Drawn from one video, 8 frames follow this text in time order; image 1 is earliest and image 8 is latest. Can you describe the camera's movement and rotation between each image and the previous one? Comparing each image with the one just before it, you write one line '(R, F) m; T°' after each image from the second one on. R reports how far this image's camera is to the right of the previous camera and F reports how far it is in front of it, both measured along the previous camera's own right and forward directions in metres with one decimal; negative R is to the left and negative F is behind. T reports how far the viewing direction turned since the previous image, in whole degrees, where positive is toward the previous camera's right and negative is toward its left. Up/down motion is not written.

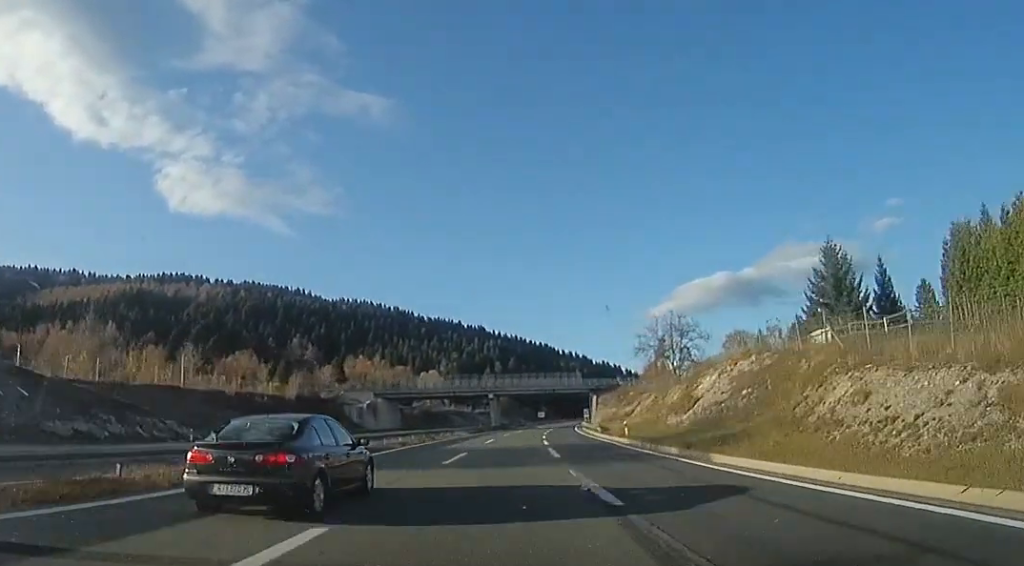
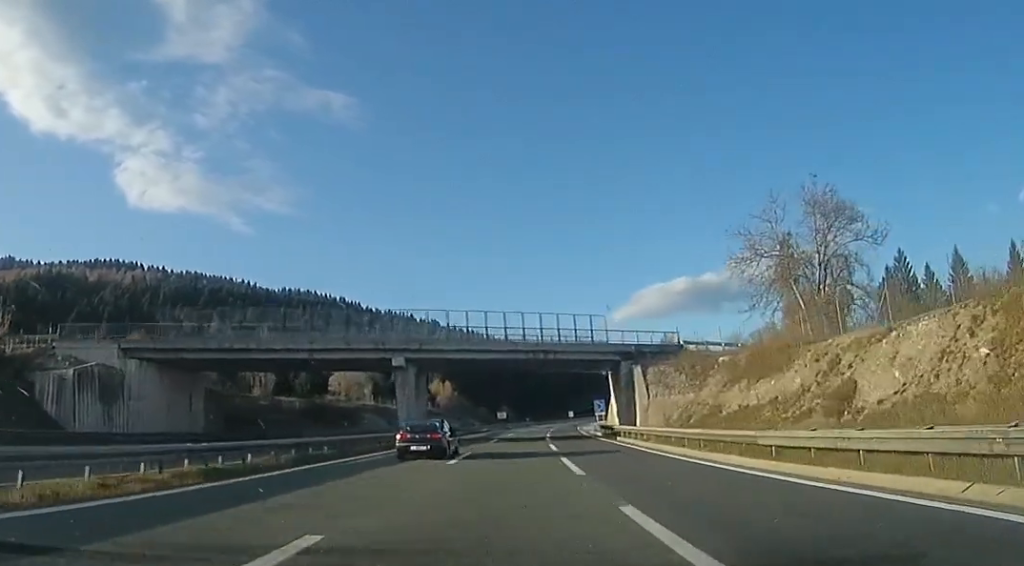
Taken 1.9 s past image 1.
(+2.9, +54.2) m; +6°
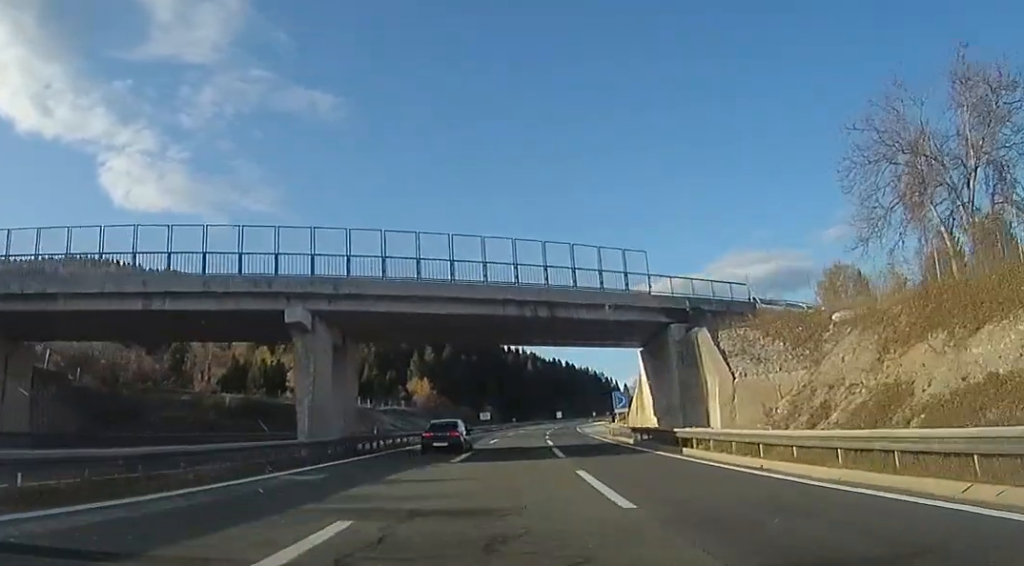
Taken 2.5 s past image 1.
(+0.3, +17.2) m; +1°
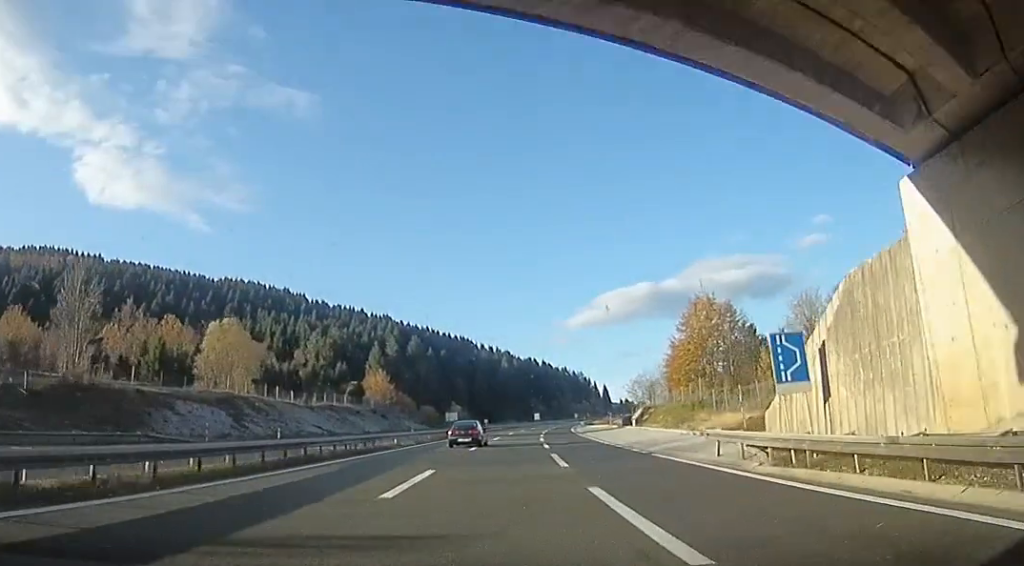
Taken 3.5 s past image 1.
(+0.3, +27.2) m; +1°
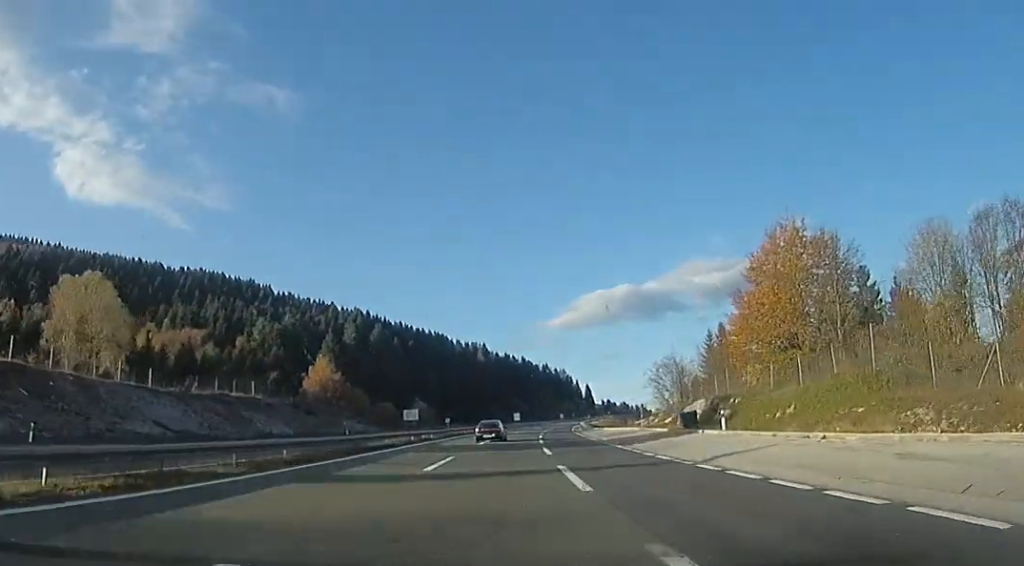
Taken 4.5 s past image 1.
(+0.1, +29.4) m; +2°
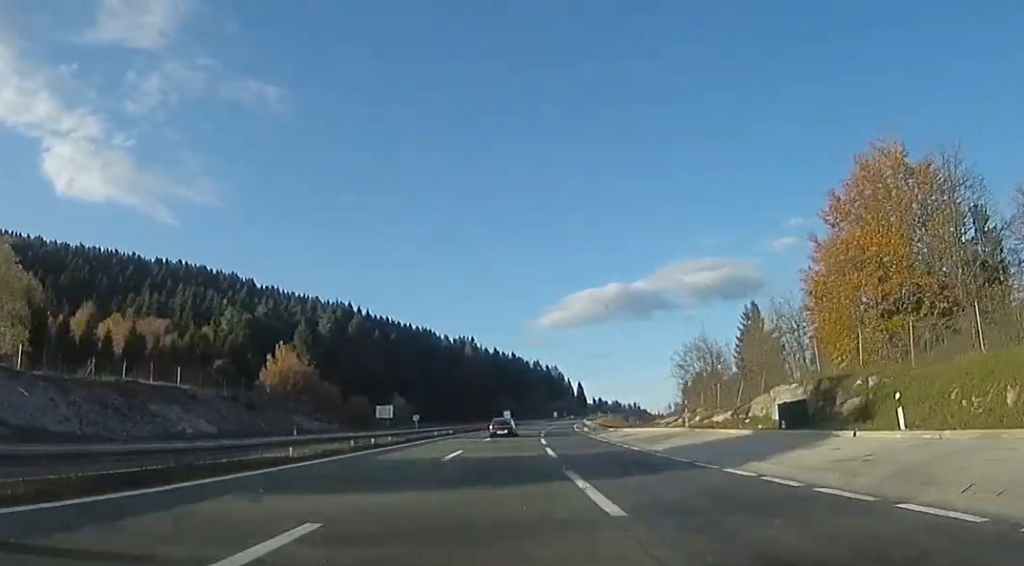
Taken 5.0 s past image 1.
(+0.6, +15.3) m; +2°
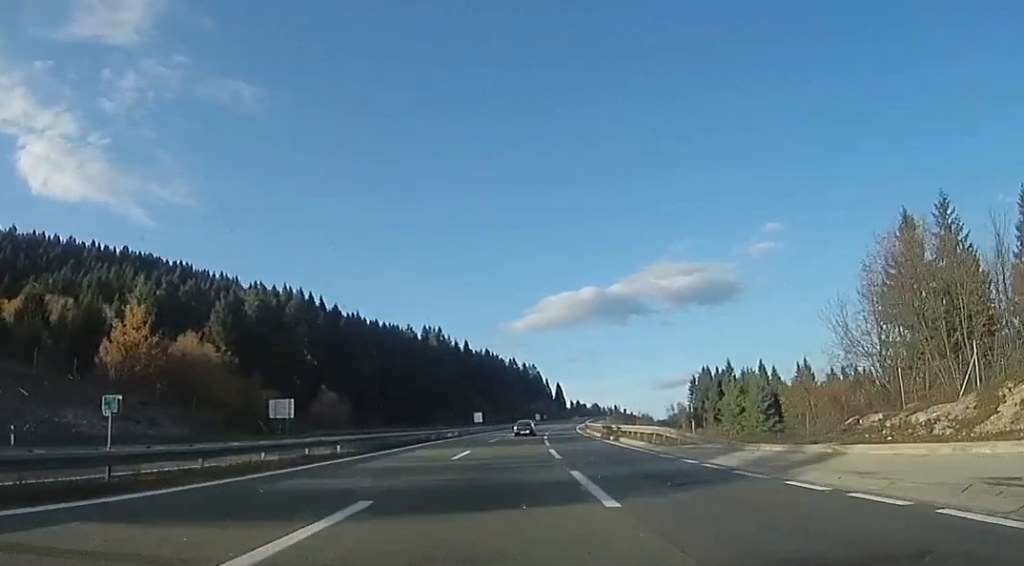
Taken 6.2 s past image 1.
(+0.4, +34.5) m; +3°
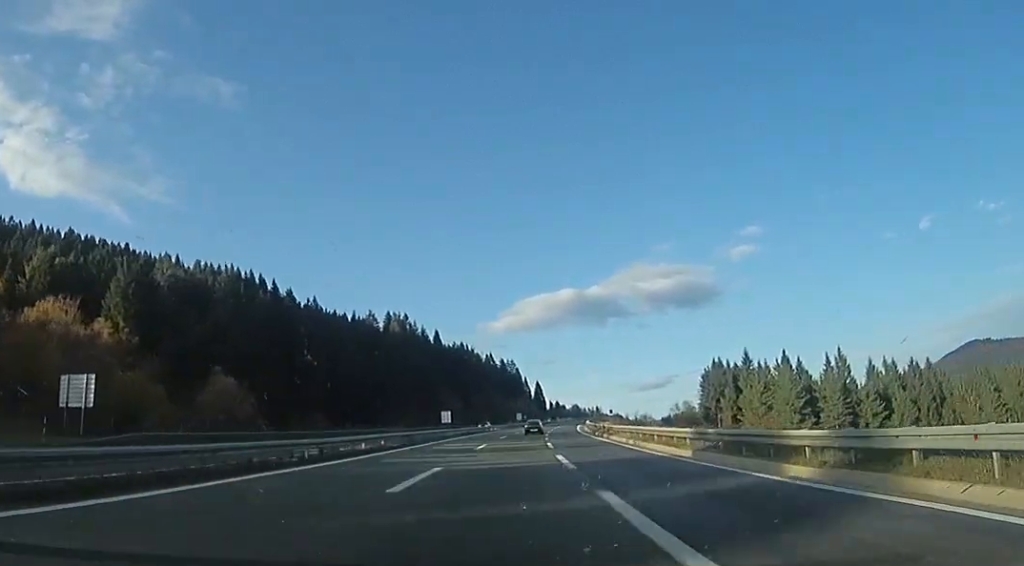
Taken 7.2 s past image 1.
(+1.0, +28.3) m; +2°
